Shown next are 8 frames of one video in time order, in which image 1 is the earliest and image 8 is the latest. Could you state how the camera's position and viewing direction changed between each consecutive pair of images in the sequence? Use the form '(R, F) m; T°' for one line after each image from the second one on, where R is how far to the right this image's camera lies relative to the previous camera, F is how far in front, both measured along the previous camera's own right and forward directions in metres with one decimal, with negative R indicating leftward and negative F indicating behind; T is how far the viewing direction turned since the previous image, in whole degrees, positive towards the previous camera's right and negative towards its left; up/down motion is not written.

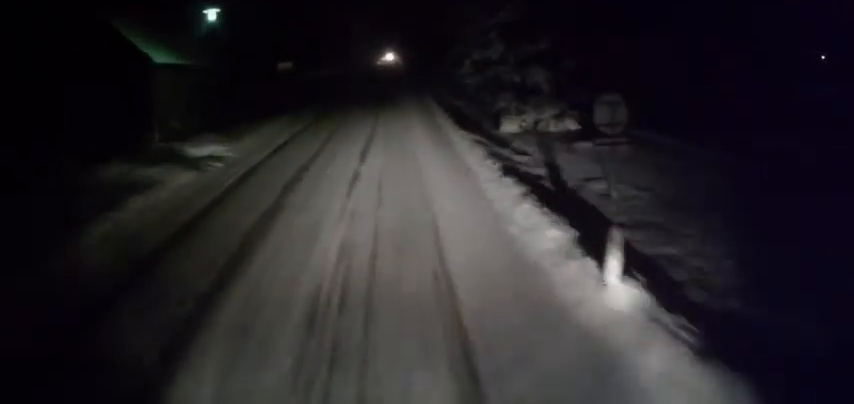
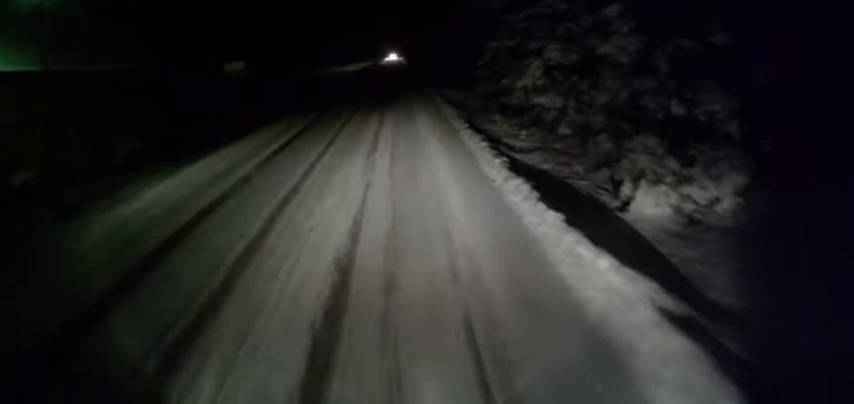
(-0.1, +10.3) m; -1°
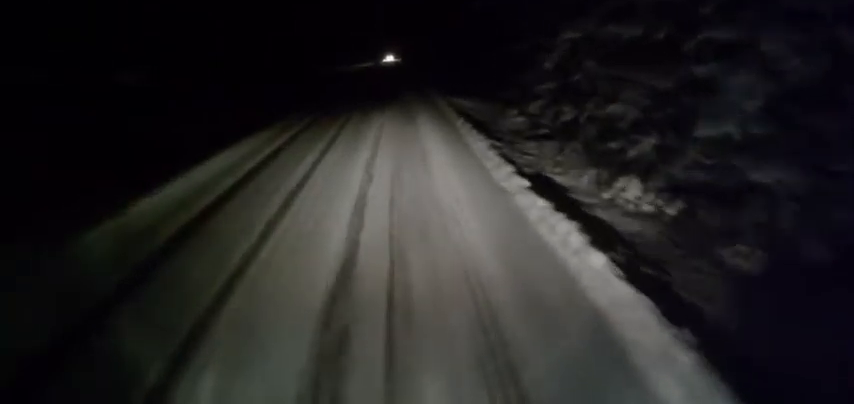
(0.0, +8.4) m; 0°
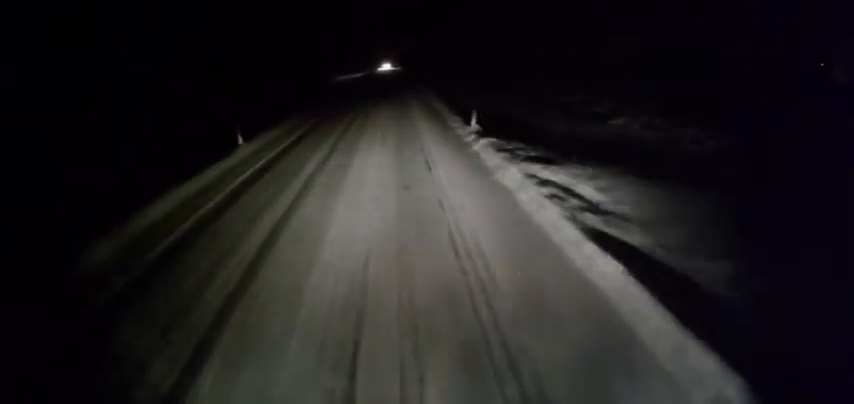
(0.0, +15.6) m; 0°
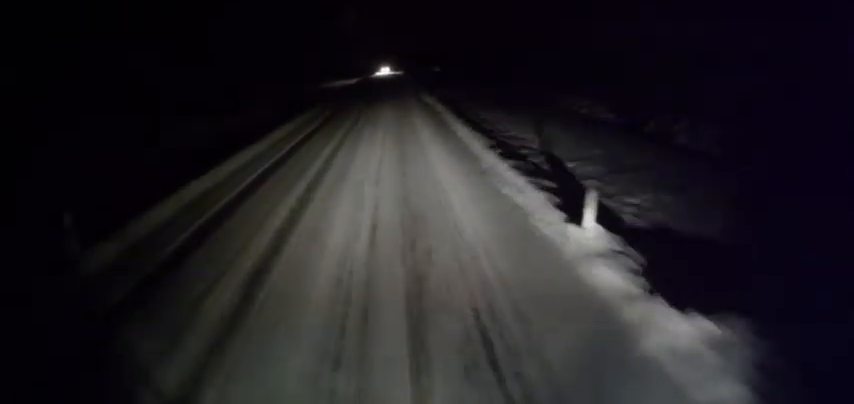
(0.0, +10.5) m; -1°
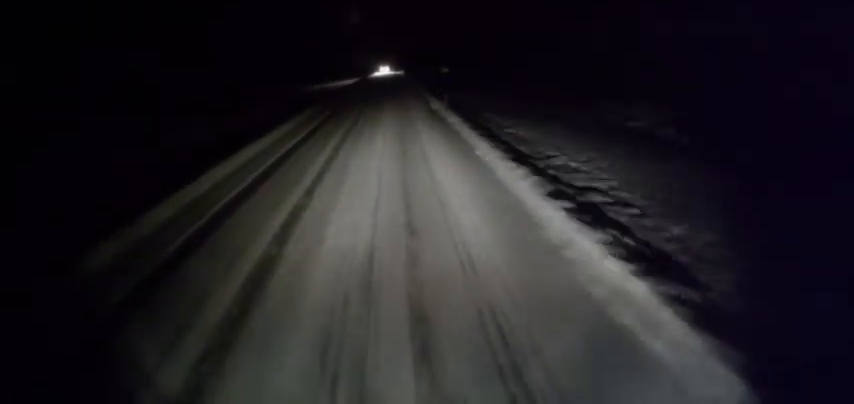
(-0.2, +5.4) m; +1°
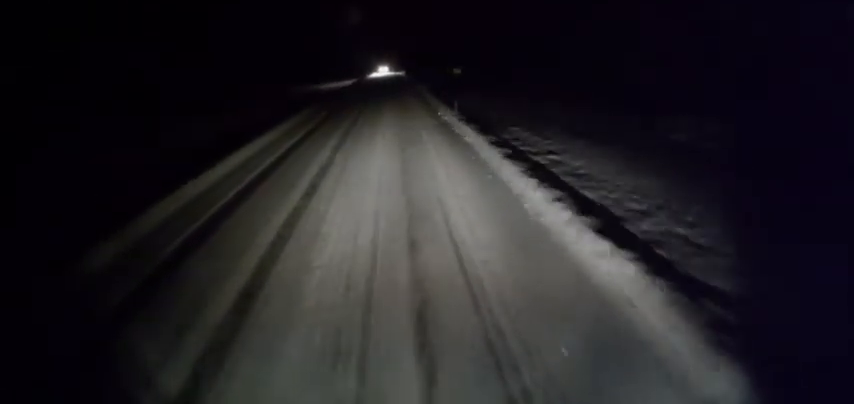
(-0.1, +5.4) m; +1°
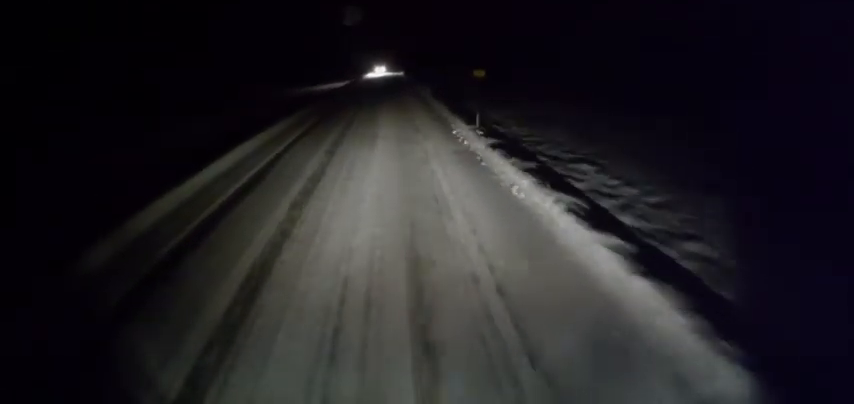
(+0.3, +6.9) m; +1°
